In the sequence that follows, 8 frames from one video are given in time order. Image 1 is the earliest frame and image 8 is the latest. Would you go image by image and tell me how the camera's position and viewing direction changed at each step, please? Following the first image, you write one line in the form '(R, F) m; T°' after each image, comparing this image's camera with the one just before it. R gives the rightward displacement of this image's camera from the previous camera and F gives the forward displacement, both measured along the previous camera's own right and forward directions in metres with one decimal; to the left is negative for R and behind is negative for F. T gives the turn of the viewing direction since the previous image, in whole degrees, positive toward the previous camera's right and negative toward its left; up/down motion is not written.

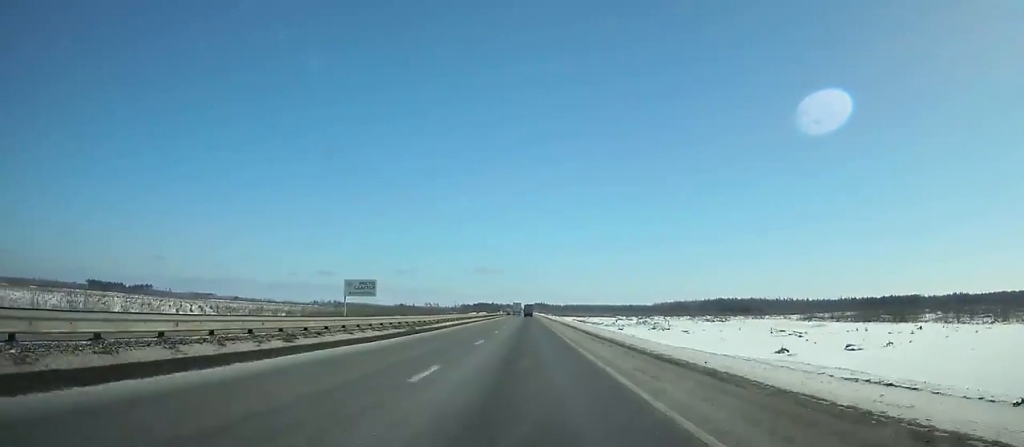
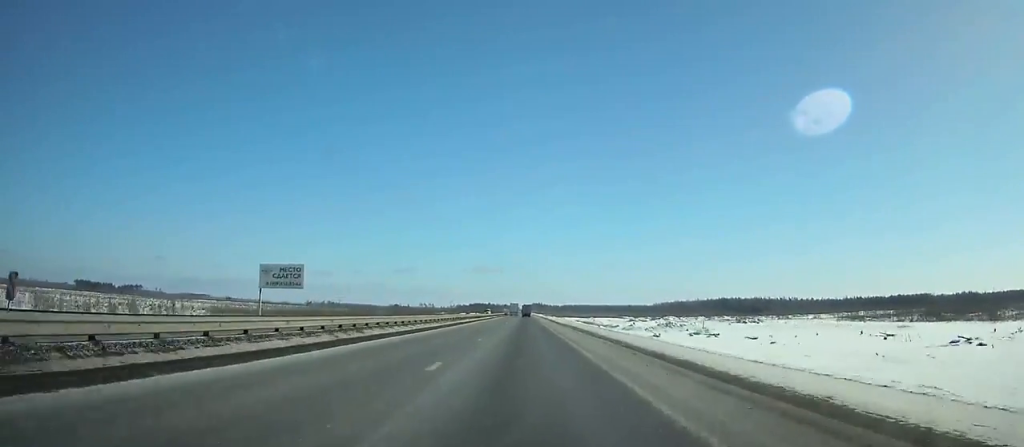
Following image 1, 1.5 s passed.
(0.0, +34.2) m; 0°
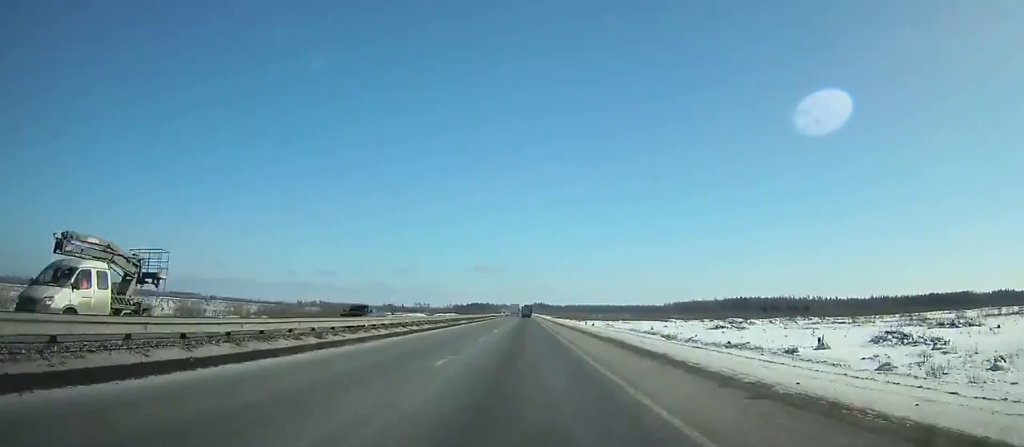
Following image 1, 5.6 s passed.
(0.0, +94.3) m; 0°
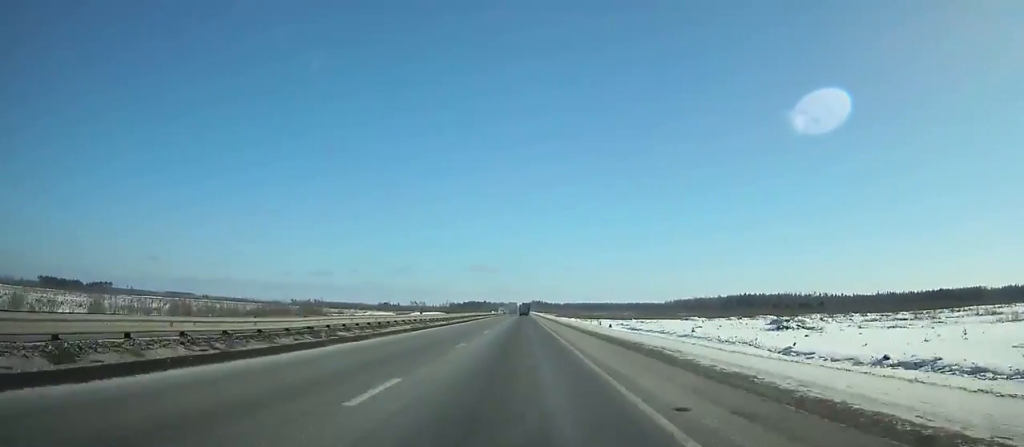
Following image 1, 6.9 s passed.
(0.0, +30.1) m; 0°
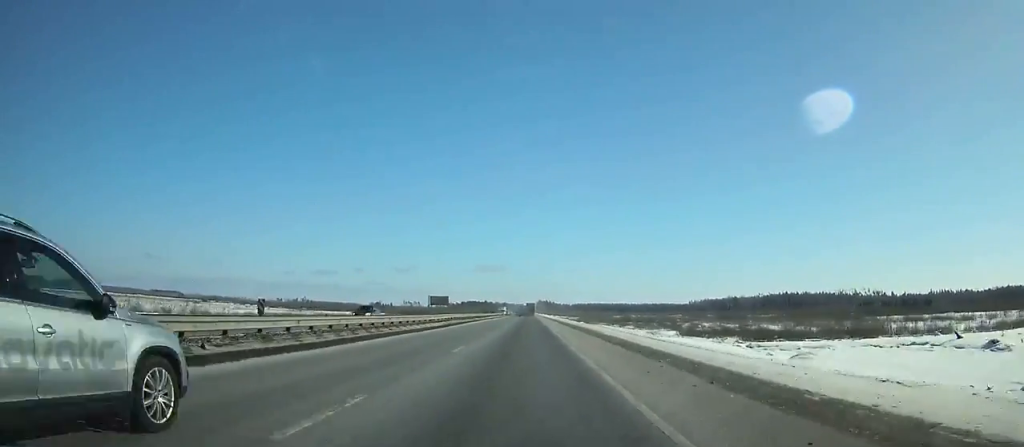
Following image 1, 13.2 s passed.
(+0.2, +147.1) m; 0°
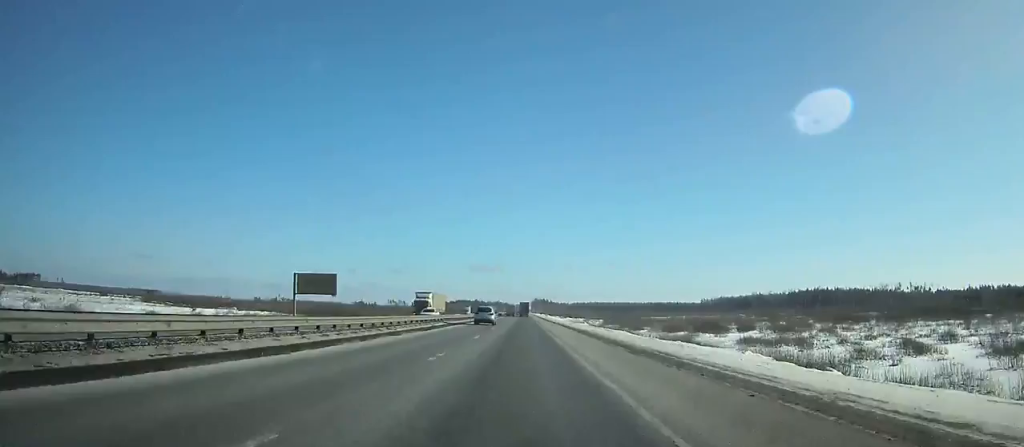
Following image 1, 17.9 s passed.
(0.0, +111.9) m; 0°
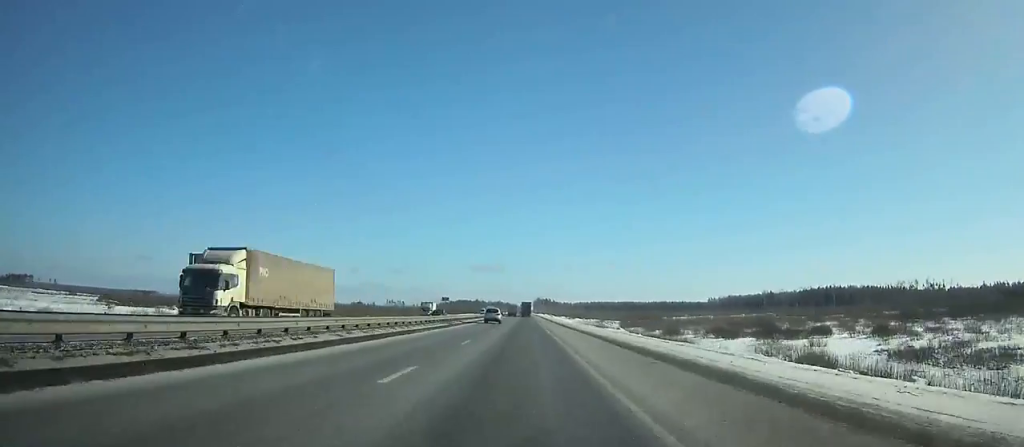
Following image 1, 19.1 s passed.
(0.0, +28.9) m; 0°
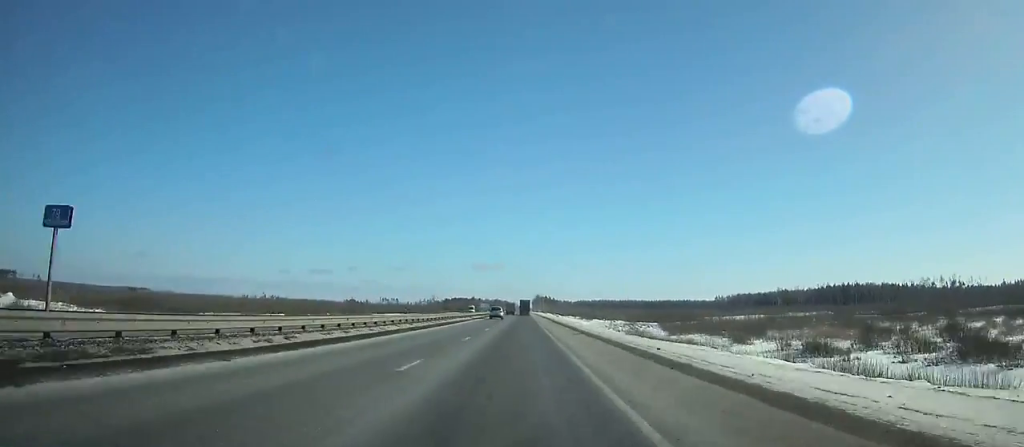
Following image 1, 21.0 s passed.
(0.0, +46.1) m; 0°
